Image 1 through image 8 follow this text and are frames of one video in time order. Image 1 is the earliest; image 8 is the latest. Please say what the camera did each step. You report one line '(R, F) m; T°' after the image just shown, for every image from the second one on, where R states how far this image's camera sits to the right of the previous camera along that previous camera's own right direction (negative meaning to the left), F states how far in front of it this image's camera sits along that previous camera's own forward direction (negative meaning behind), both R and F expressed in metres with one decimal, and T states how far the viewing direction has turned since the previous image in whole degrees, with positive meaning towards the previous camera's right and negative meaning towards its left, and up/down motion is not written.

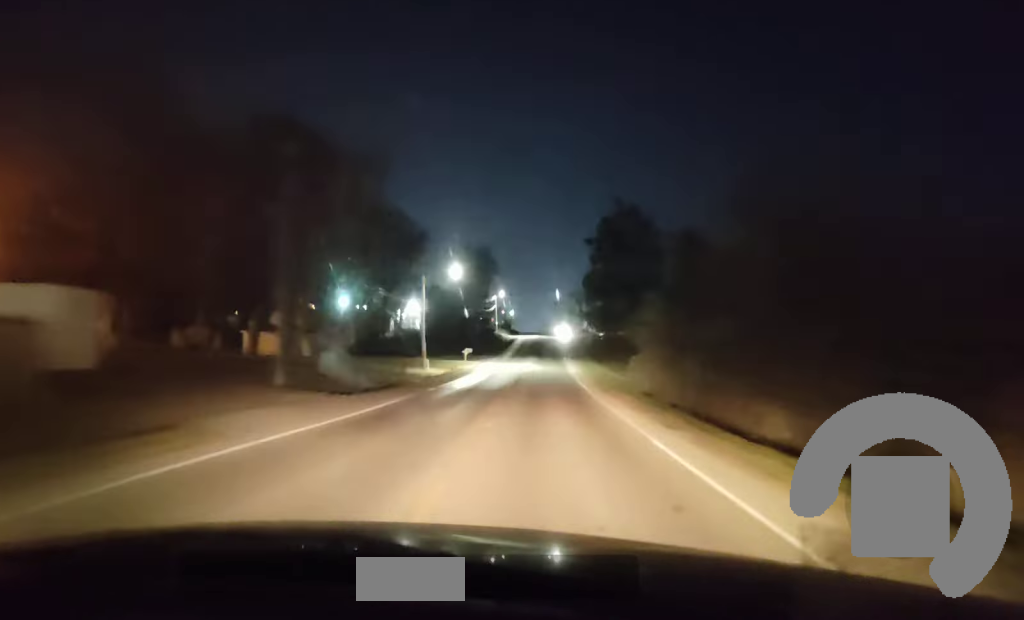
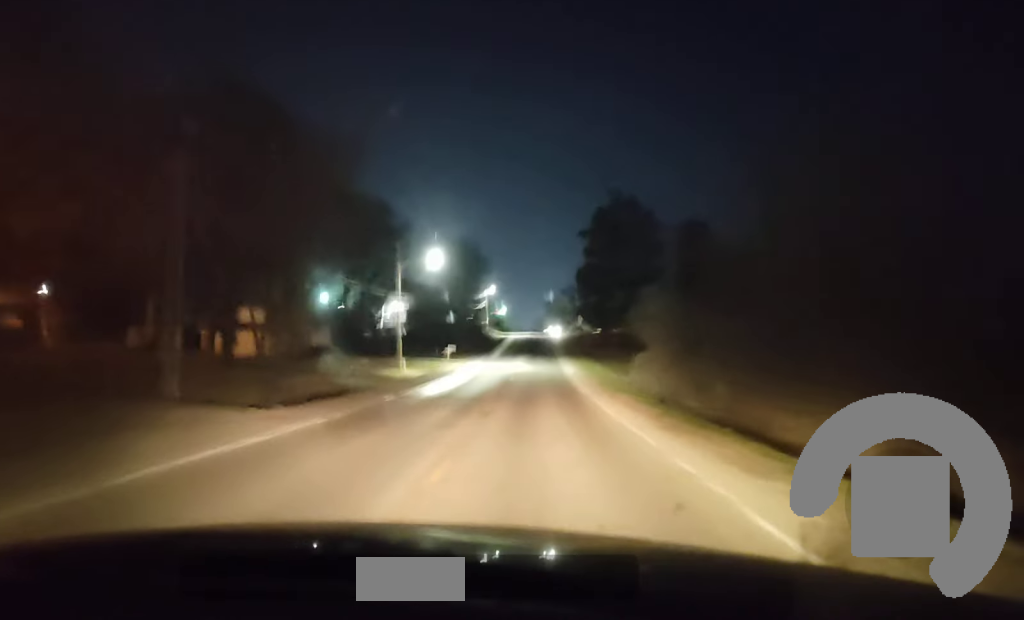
(+0.1, +8.4) m; 0°
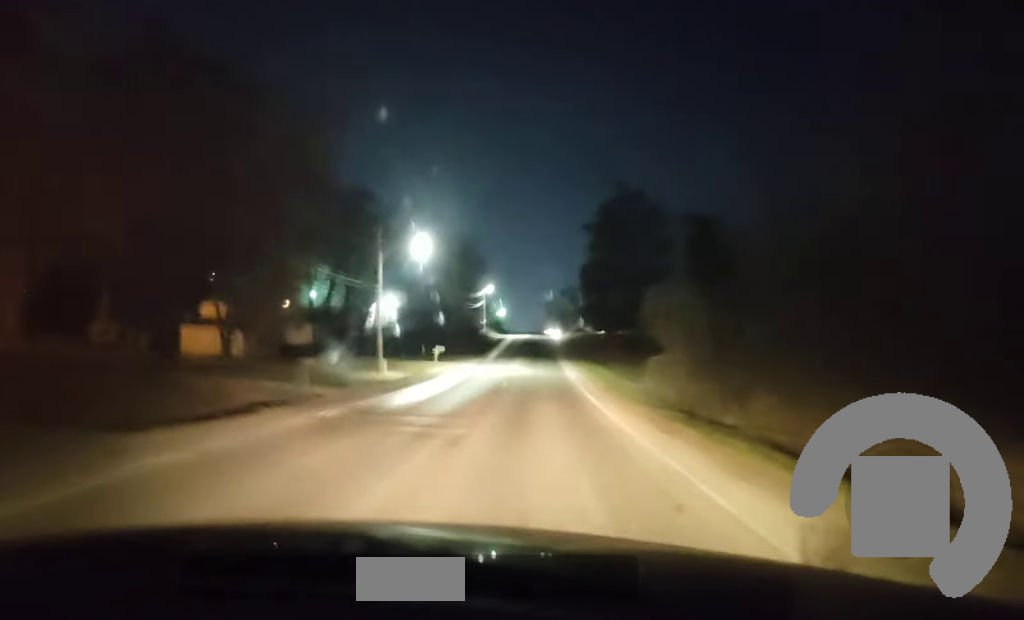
(+0.1, +7.6) m; -1°
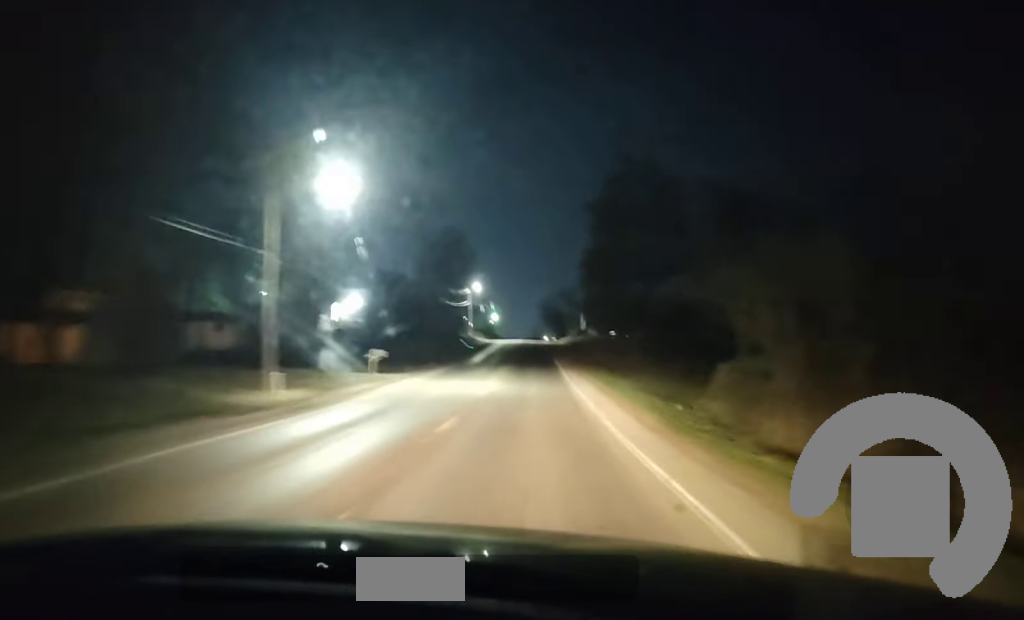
(-0.5, +21.7) m; -1°
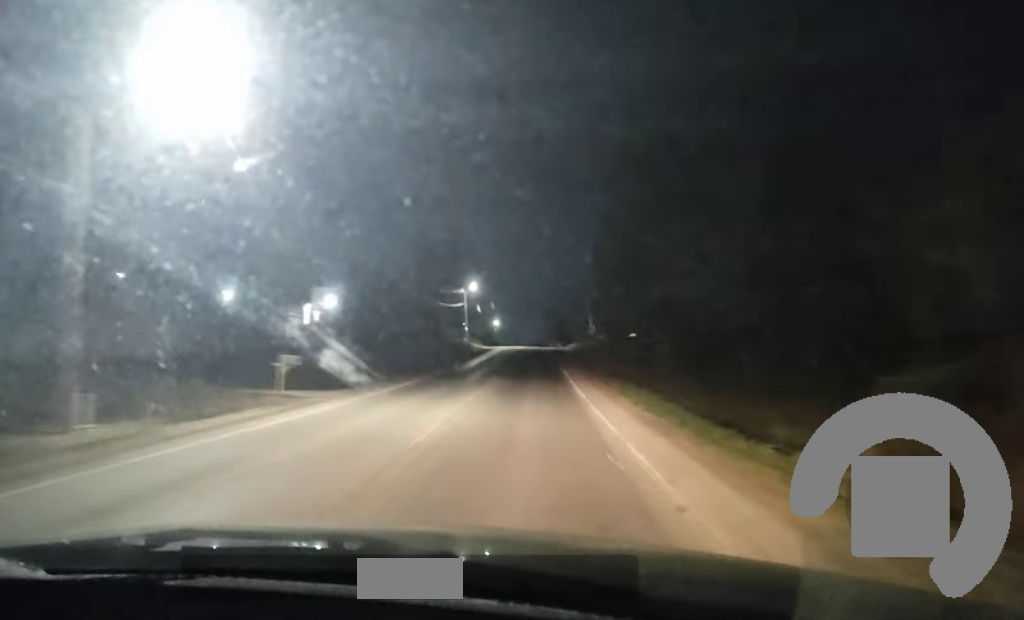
(+0.1, +14.2) m; 0°
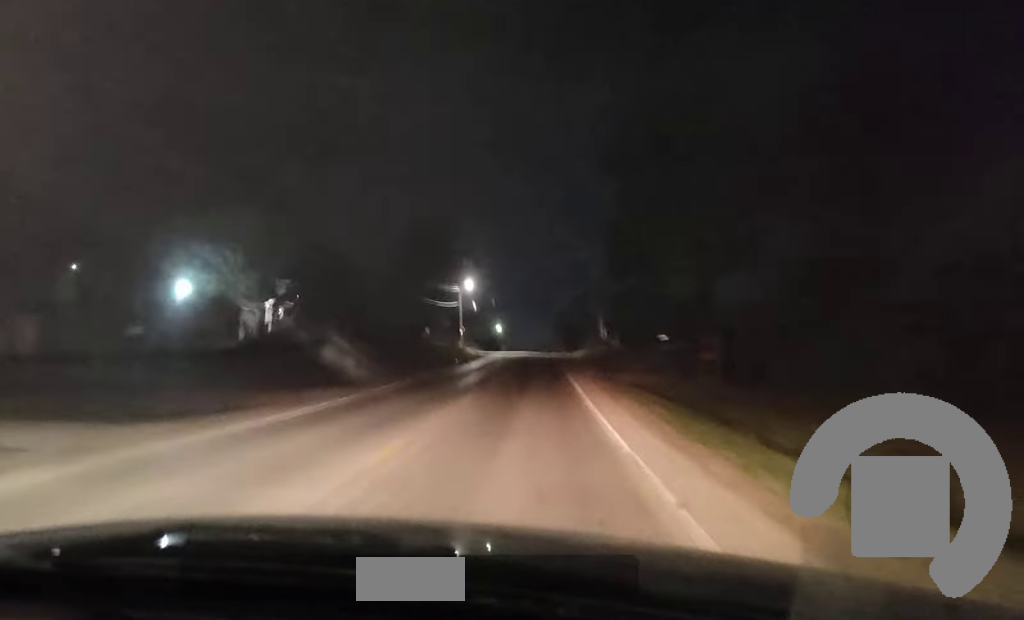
(0.0, +15.9) m; 0°
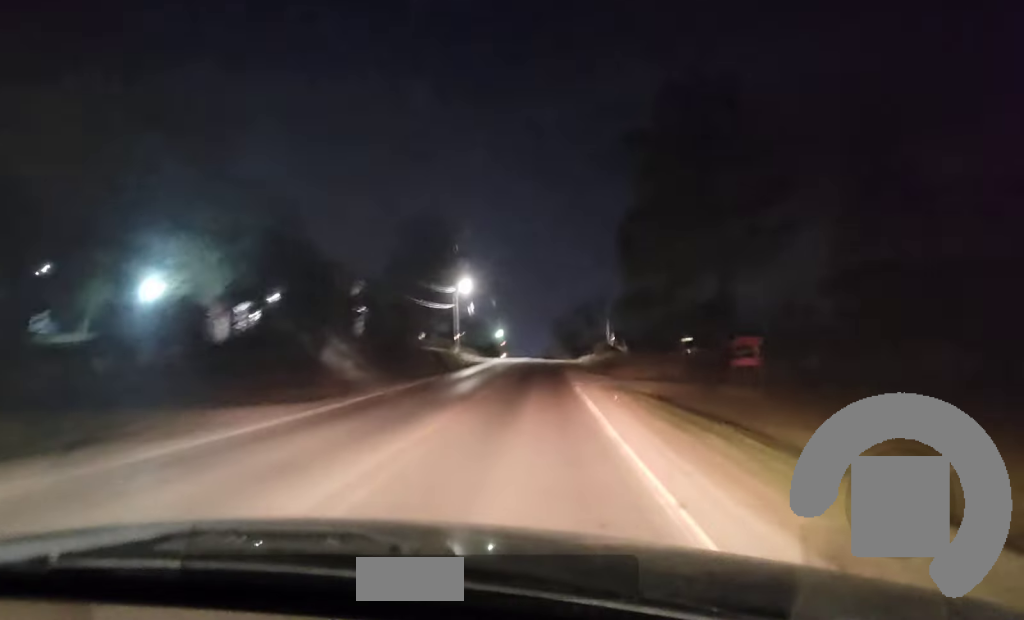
(0.0, +8.0) m; 0°
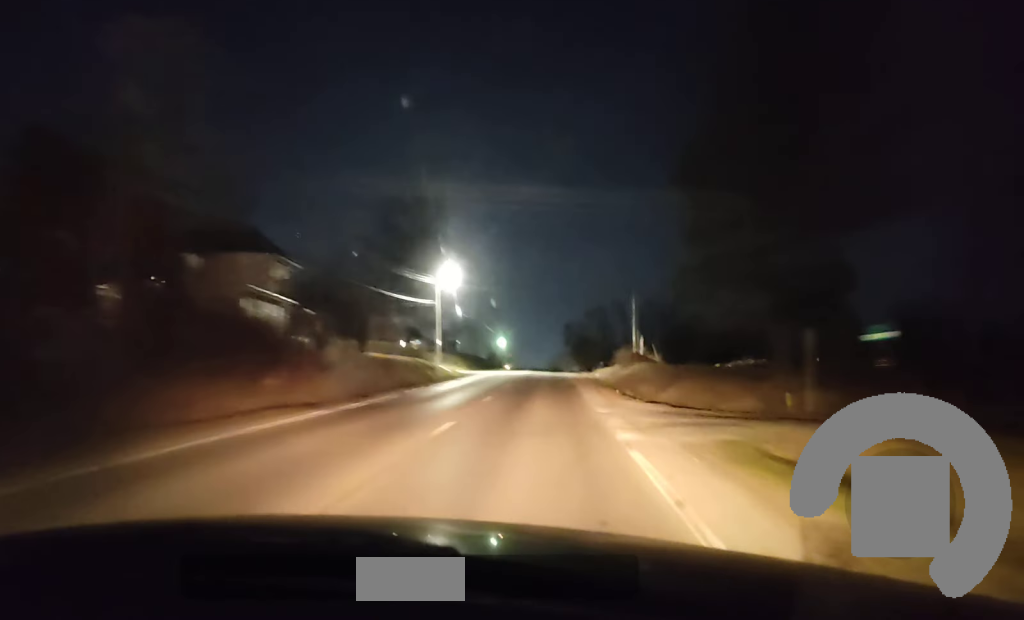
(-0.2, +23.3) m; -1°
